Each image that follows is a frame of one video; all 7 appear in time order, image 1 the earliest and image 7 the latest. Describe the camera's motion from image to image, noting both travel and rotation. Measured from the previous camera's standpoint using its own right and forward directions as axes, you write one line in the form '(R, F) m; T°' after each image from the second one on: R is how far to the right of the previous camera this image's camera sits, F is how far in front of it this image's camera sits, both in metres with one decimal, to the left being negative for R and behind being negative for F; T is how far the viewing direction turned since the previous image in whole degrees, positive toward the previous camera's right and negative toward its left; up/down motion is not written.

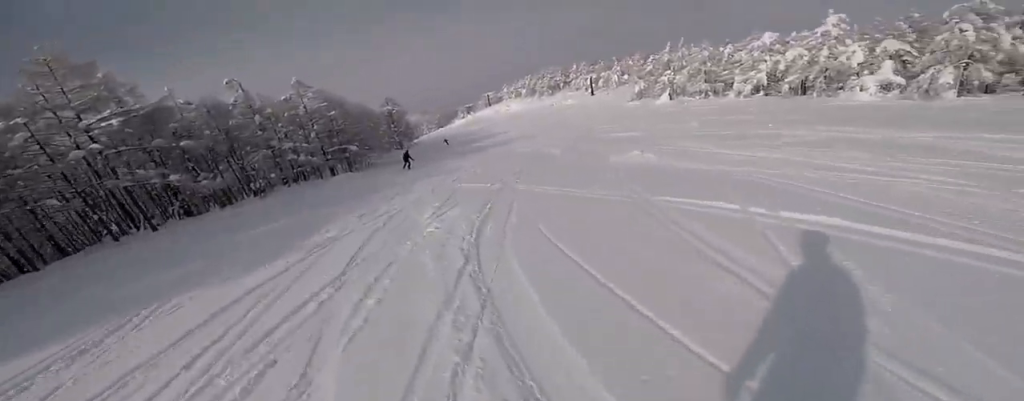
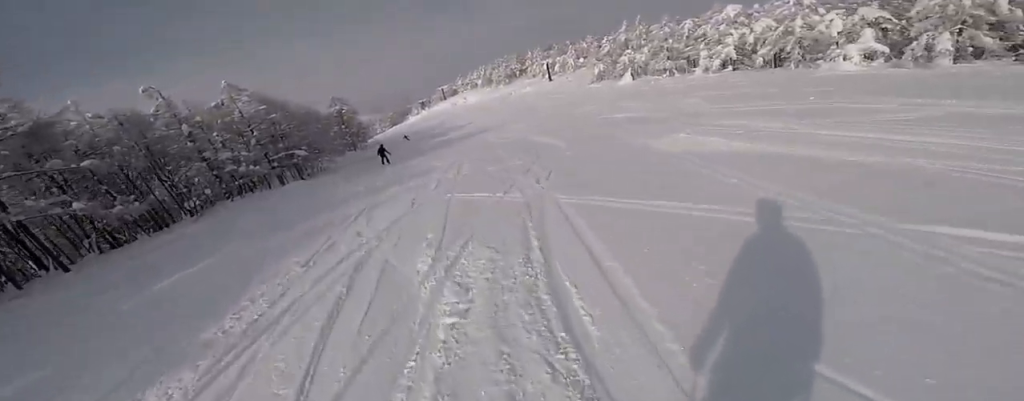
(-0.4, +4.0) m; +5°
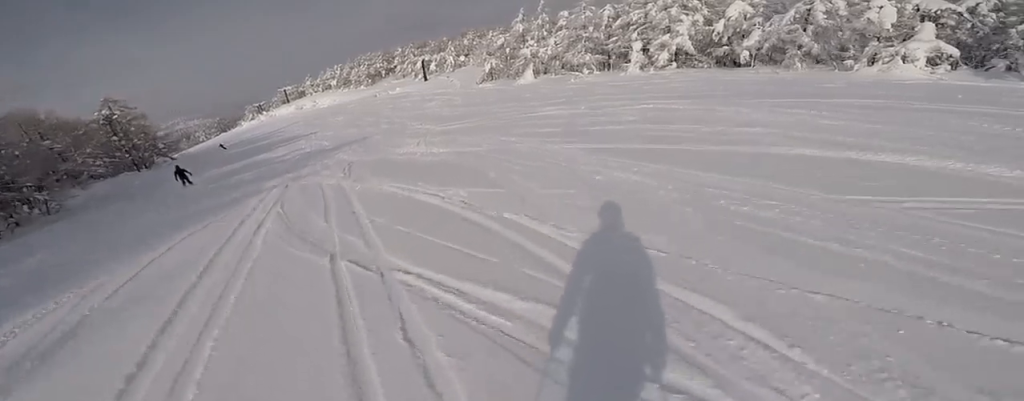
(+5.0, +17.9) m; +24°
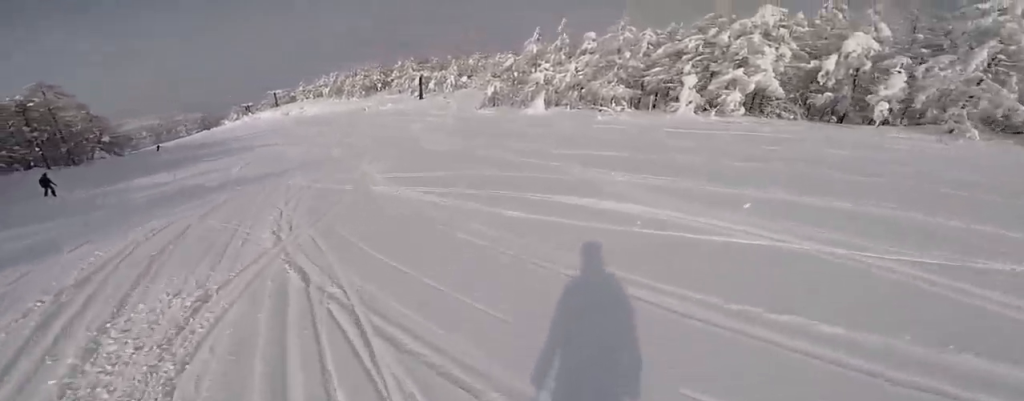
(+0.8, +12.1) m; -6°
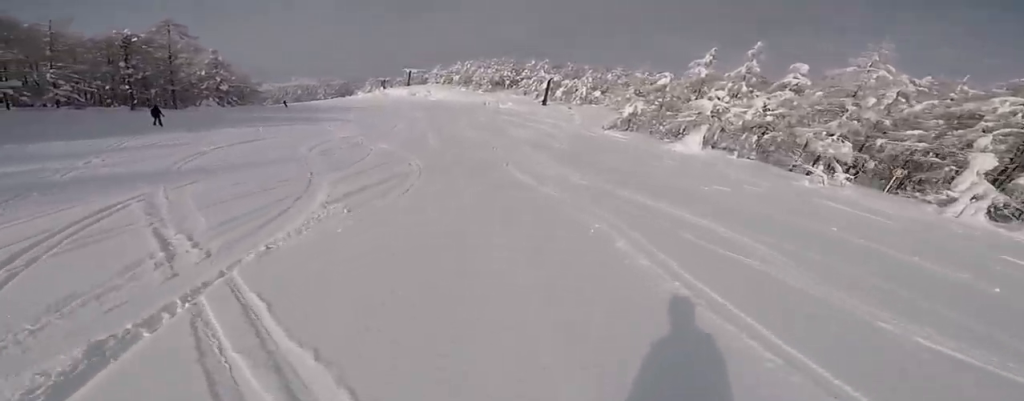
(-2.2, +11.3) m; -14°
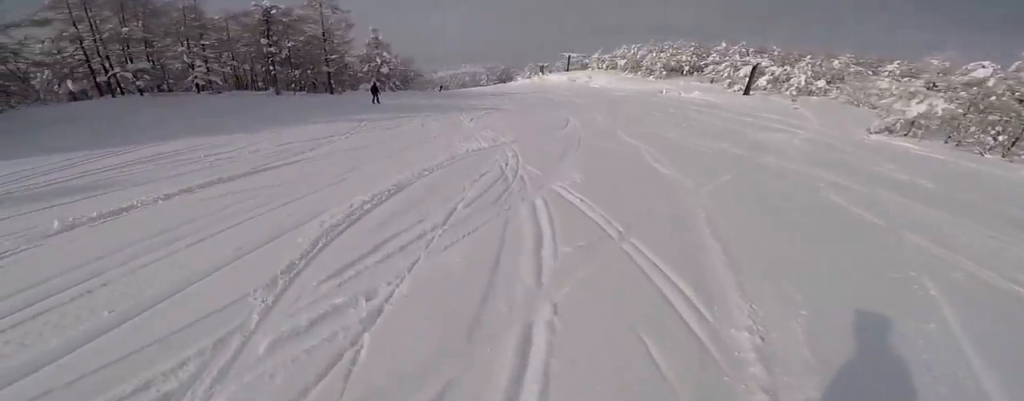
(-1.3, +11.9) m; -19°
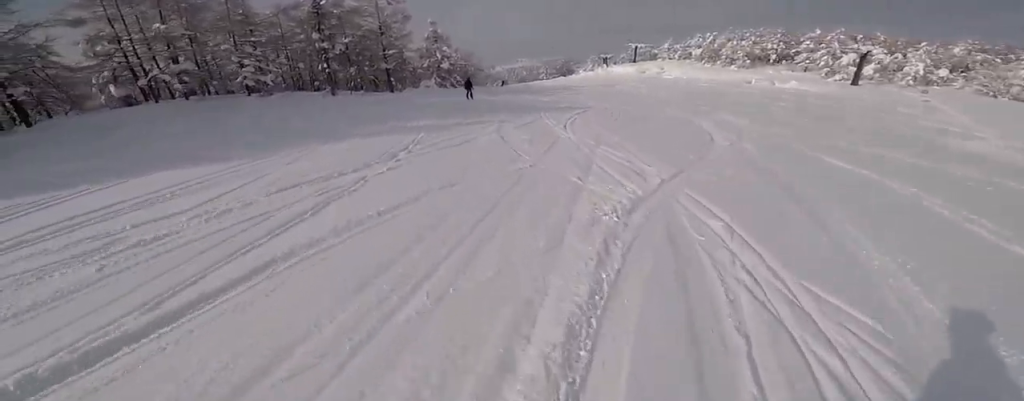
(-0.9, +5.2) m; -8°
